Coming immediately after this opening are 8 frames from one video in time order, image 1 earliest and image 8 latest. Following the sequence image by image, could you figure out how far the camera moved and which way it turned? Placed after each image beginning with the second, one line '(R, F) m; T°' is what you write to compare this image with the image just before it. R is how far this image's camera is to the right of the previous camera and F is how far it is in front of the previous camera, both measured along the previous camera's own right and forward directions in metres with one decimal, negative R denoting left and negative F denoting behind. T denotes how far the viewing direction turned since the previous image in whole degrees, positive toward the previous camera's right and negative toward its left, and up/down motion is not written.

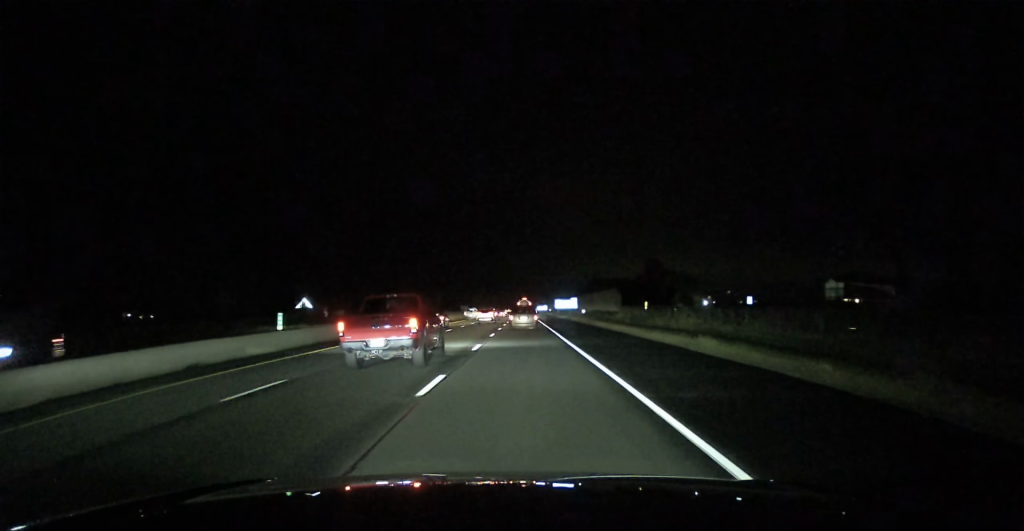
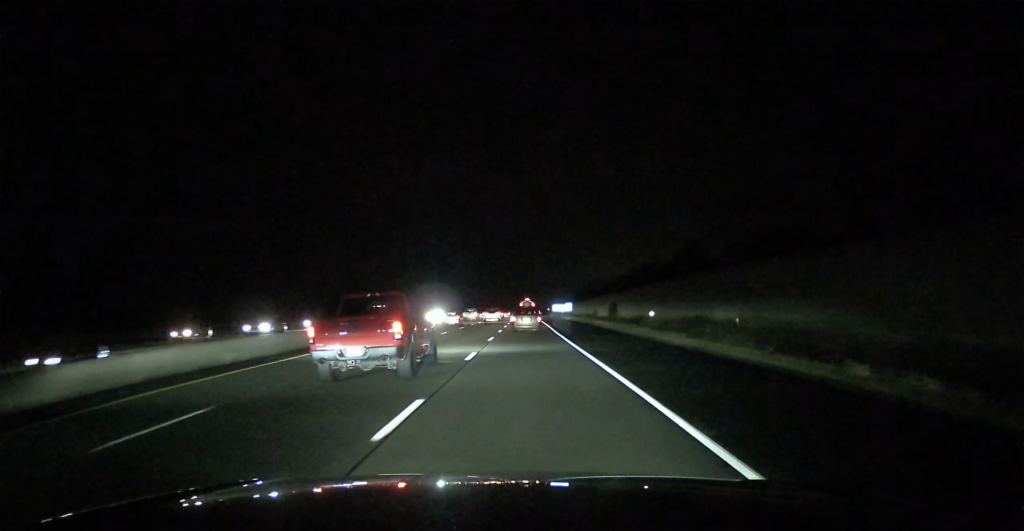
(+0.2, +212.6) m; 0°
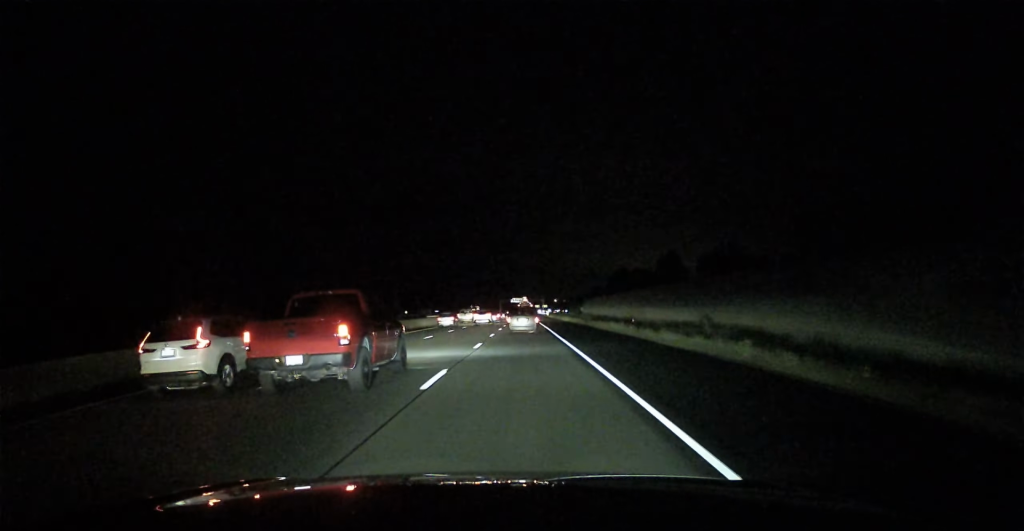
(-0.3, +208.3) m; 0°
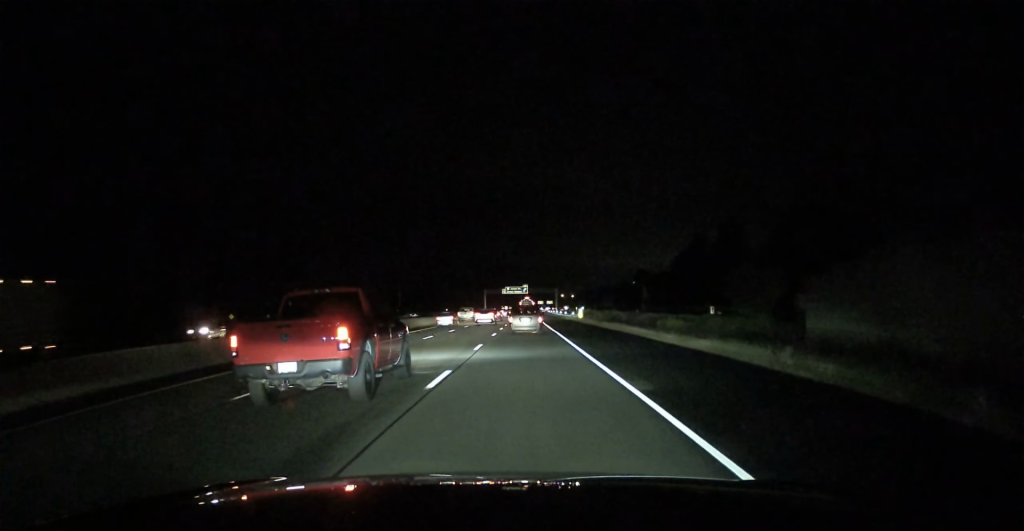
(+0.5, +145.3) m; 0°
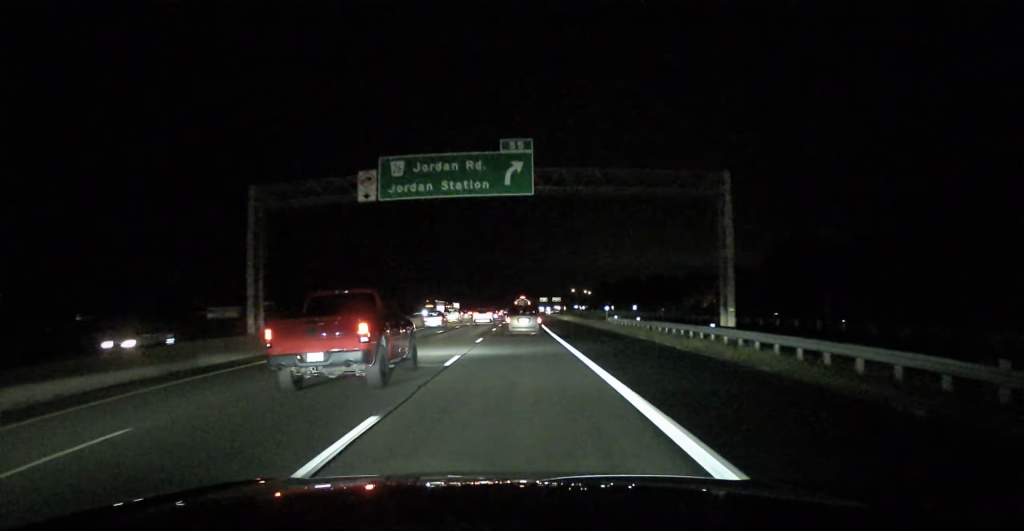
(+0.4, +188.7) m; 0°
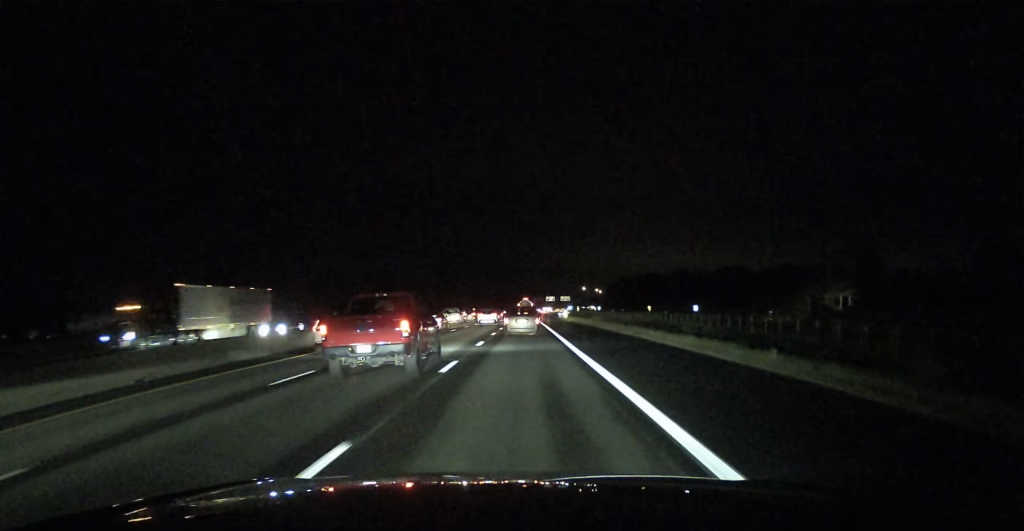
(+0.2, +77.3) m; +1°
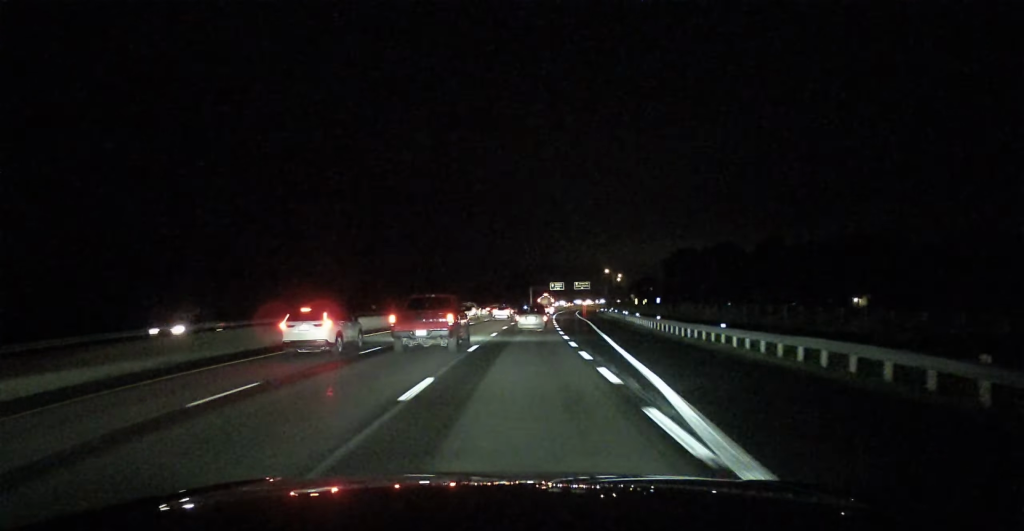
(+4.3, +206.1) m; +4°
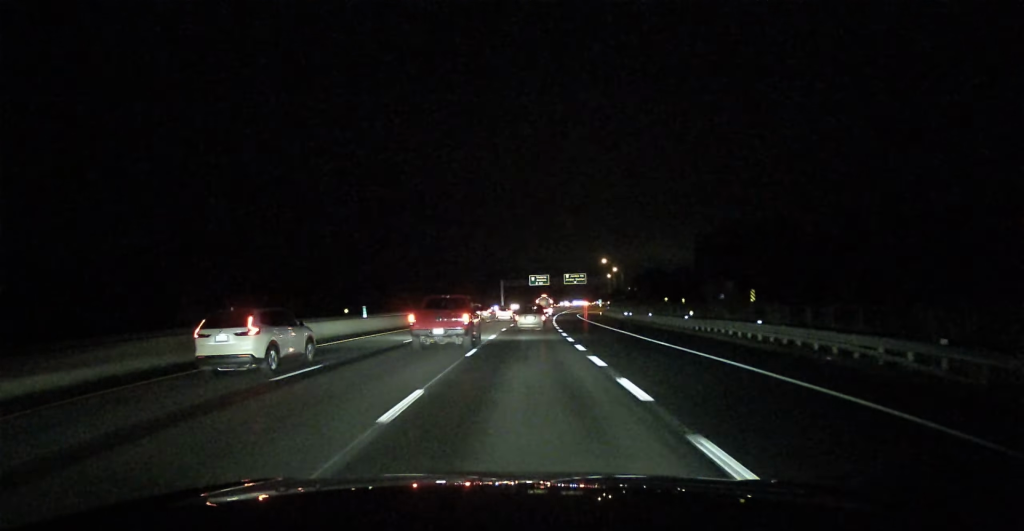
(+0.4, +103.8) m; +2°
